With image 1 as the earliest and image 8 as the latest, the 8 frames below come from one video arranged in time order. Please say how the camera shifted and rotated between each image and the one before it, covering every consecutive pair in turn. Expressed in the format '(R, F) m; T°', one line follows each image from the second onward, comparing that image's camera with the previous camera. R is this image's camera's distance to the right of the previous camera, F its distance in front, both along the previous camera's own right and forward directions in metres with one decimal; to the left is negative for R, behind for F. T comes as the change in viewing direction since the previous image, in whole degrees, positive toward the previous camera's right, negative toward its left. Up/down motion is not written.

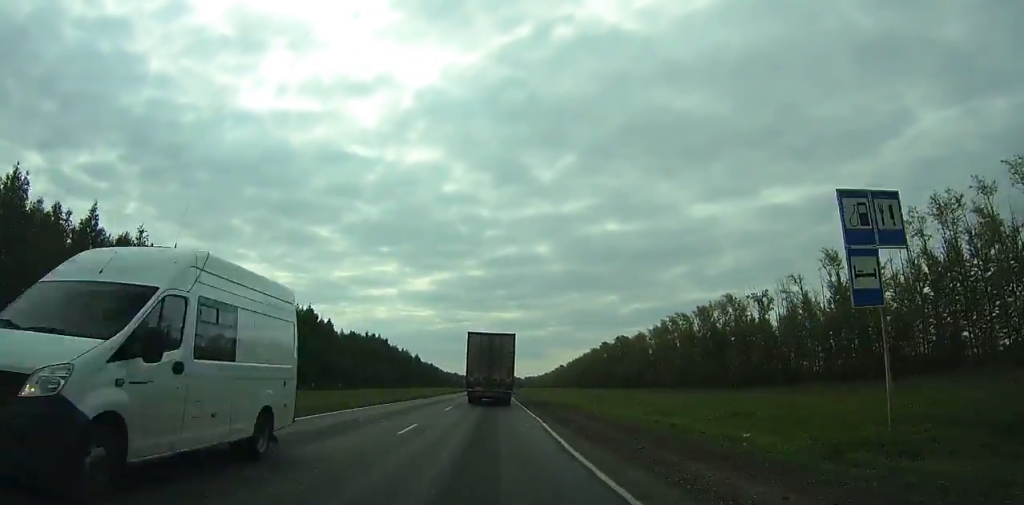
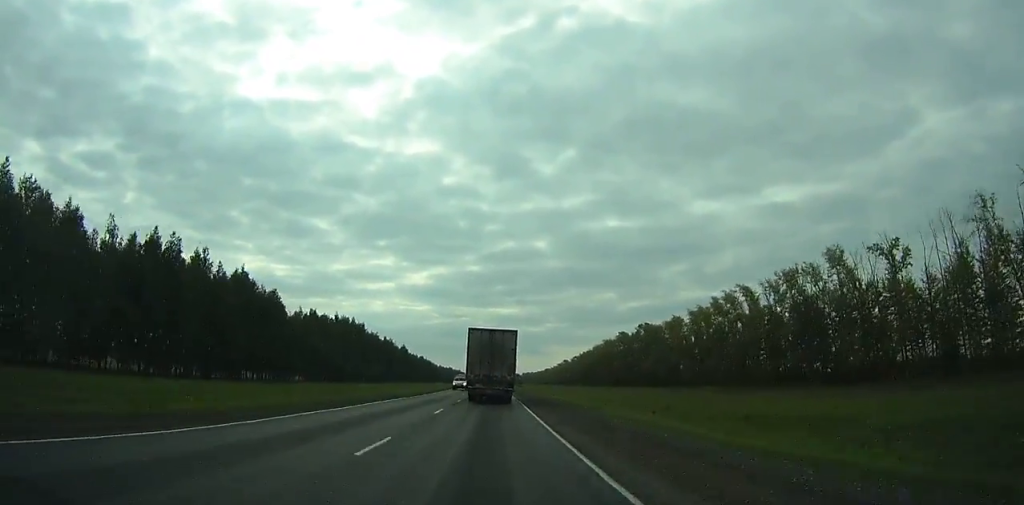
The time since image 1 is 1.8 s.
(0.0, +40.1) m; 0°
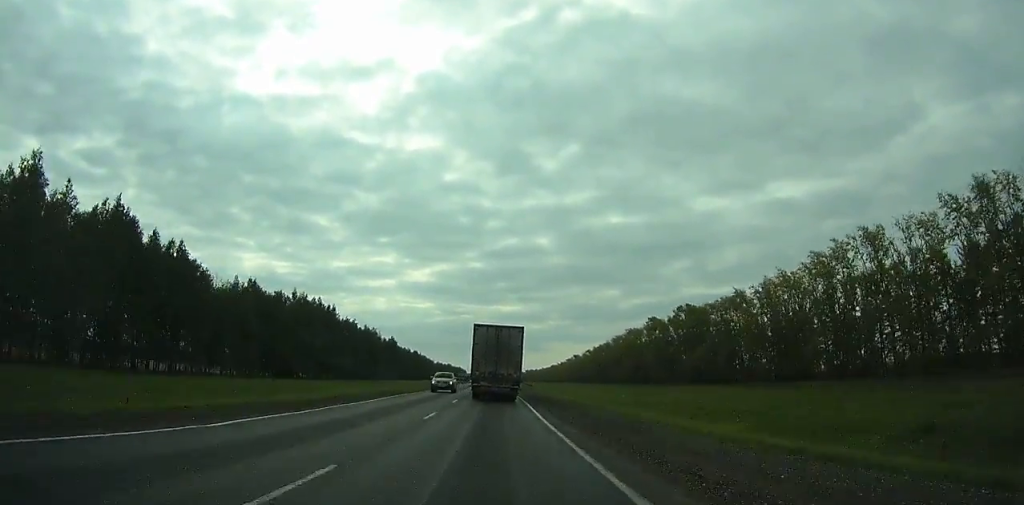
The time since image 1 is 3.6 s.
(-0.1, +40.1) m; 0°
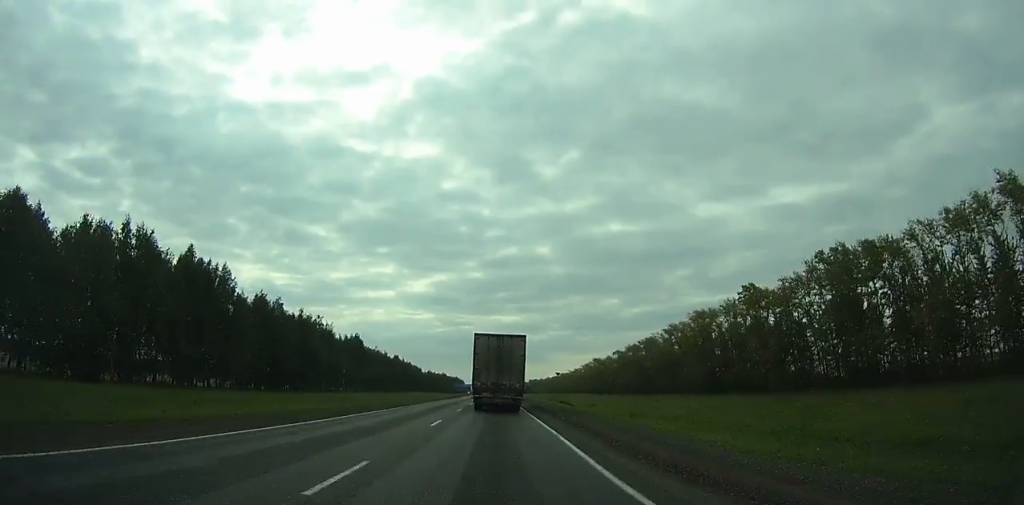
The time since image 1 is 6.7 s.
(-0.2, +69.4) m; 0°
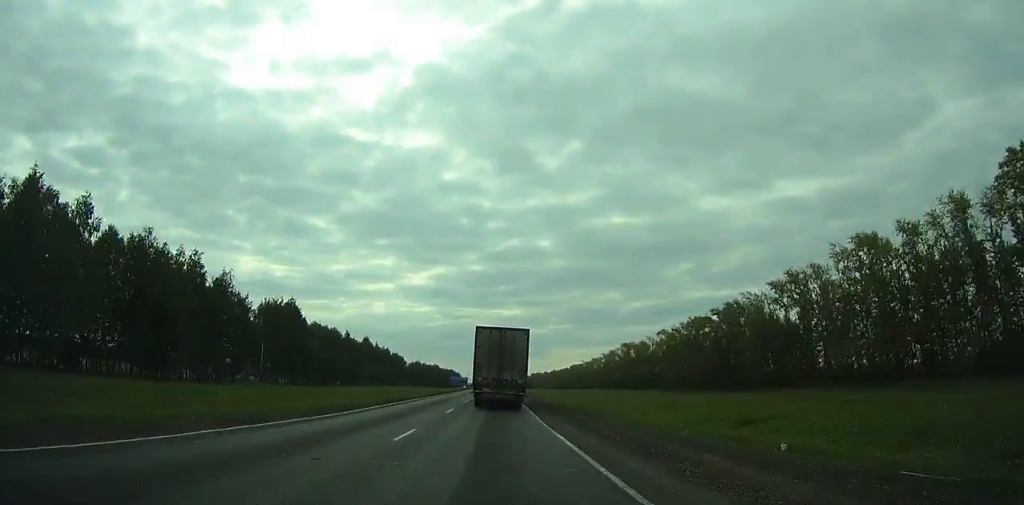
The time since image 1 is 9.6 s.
(+0.4, +64.9) m; 0°
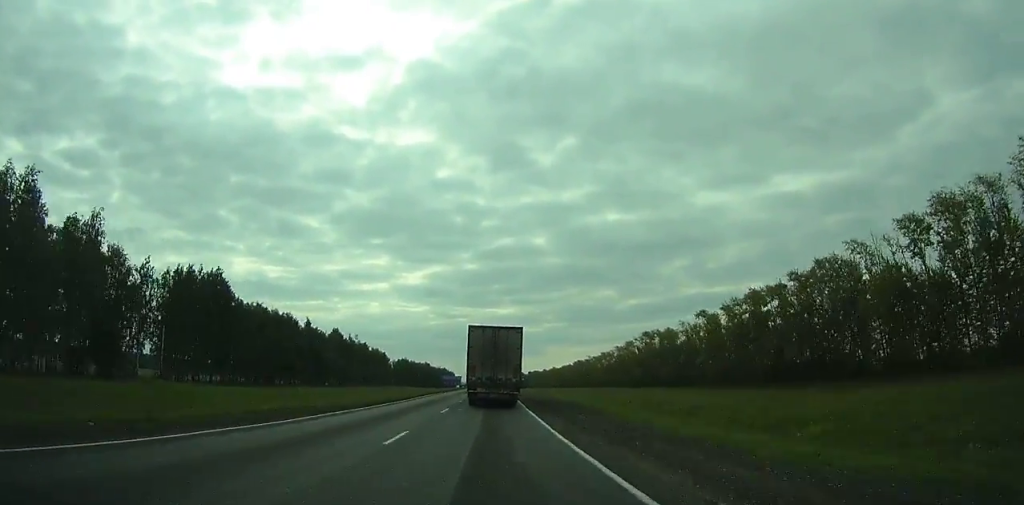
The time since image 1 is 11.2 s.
(-0.1, +35.7) m; 0°
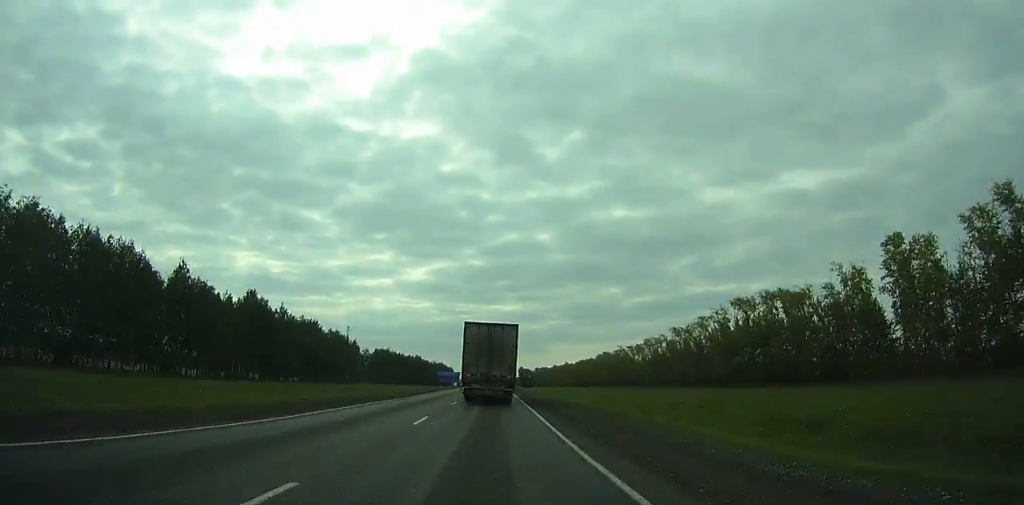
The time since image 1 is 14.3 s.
(-0.2, +68.7) m; 0°
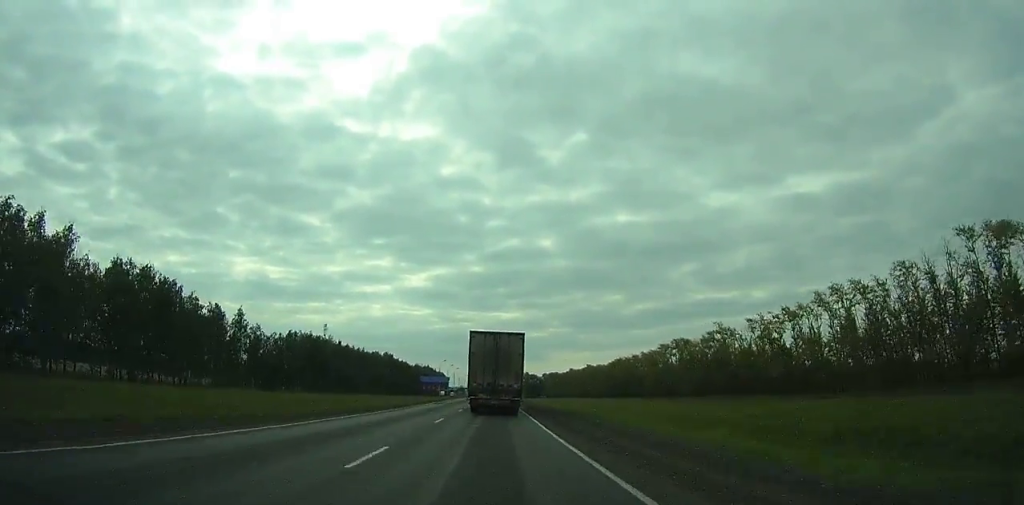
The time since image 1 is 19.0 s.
(+0.3, +102.7) m; 0°
